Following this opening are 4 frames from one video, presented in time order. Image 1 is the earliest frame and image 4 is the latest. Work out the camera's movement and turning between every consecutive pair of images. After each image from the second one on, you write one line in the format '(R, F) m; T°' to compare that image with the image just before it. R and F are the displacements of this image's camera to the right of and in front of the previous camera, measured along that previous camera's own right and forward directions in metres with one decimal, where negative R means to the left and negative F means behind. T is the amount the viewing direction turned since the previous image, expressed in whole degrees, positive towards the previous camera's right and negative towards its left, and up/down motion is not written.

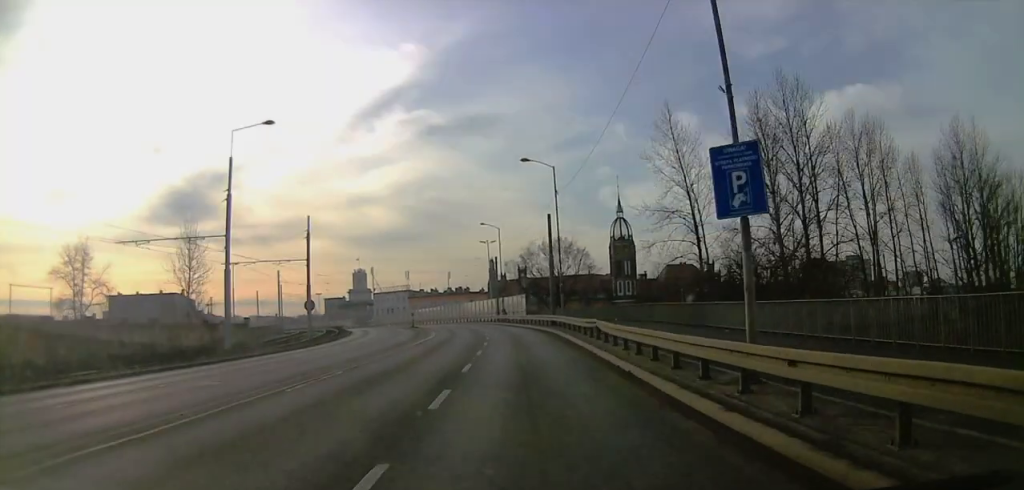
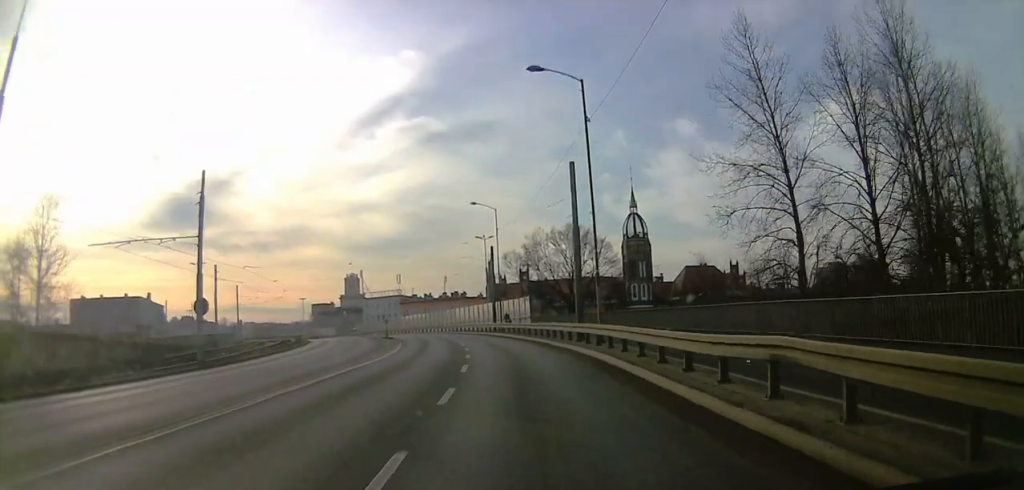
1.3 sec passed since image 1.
(-0.3, +17.0) m; 0°
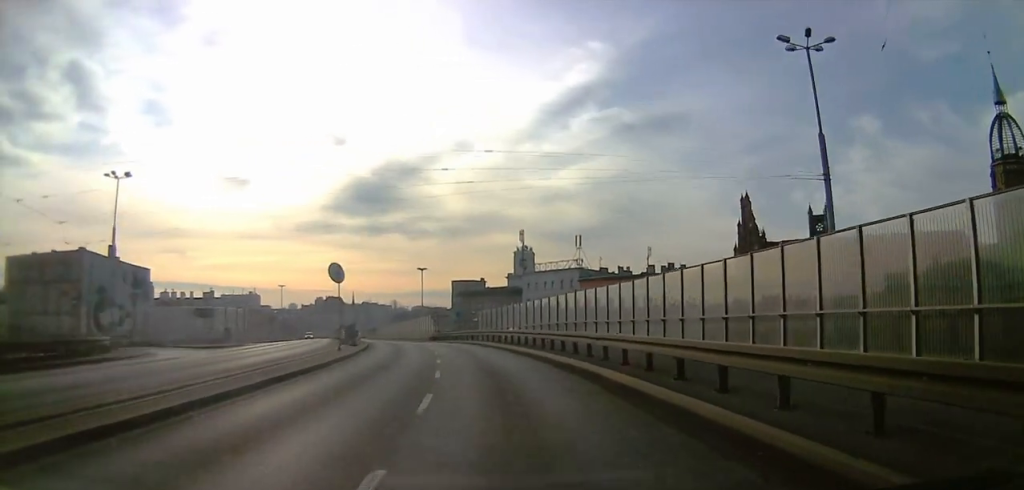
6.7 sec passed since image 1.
(-5.1, +69.3) m; -17°
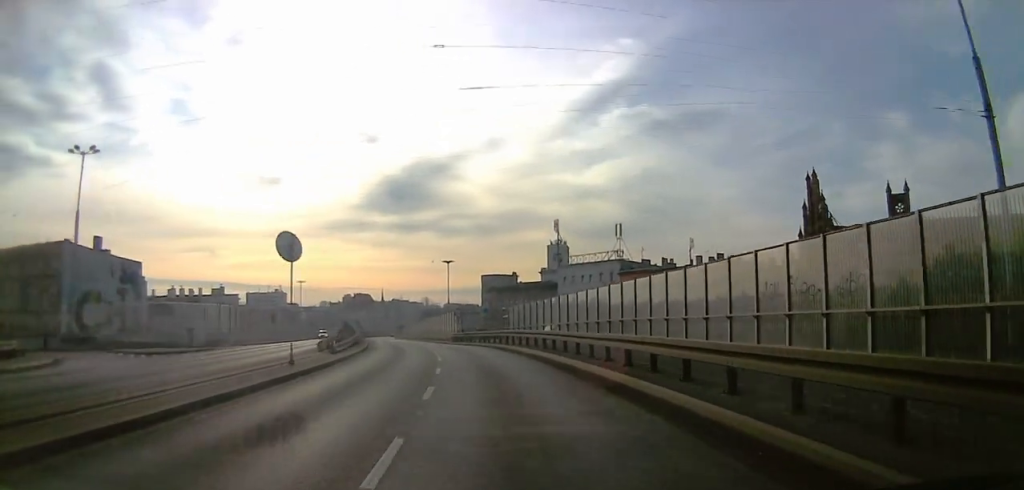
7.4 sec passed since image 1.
(-0.5, +9.7) m; -2°
